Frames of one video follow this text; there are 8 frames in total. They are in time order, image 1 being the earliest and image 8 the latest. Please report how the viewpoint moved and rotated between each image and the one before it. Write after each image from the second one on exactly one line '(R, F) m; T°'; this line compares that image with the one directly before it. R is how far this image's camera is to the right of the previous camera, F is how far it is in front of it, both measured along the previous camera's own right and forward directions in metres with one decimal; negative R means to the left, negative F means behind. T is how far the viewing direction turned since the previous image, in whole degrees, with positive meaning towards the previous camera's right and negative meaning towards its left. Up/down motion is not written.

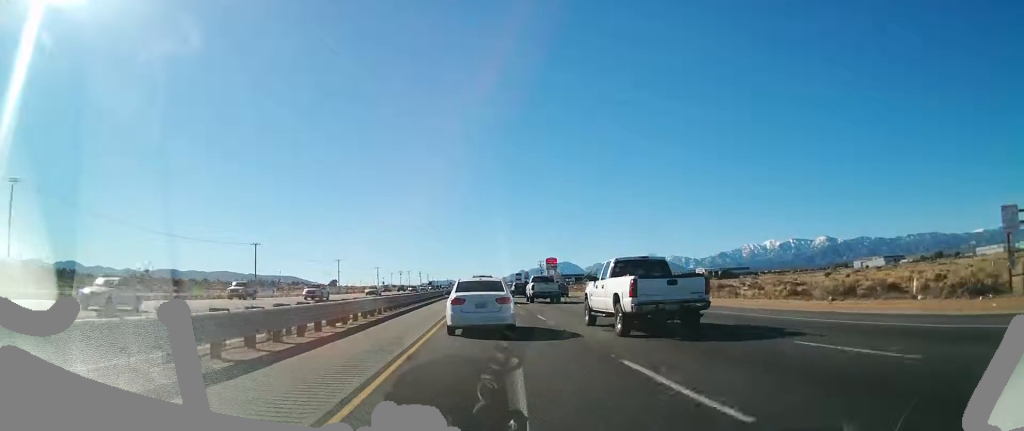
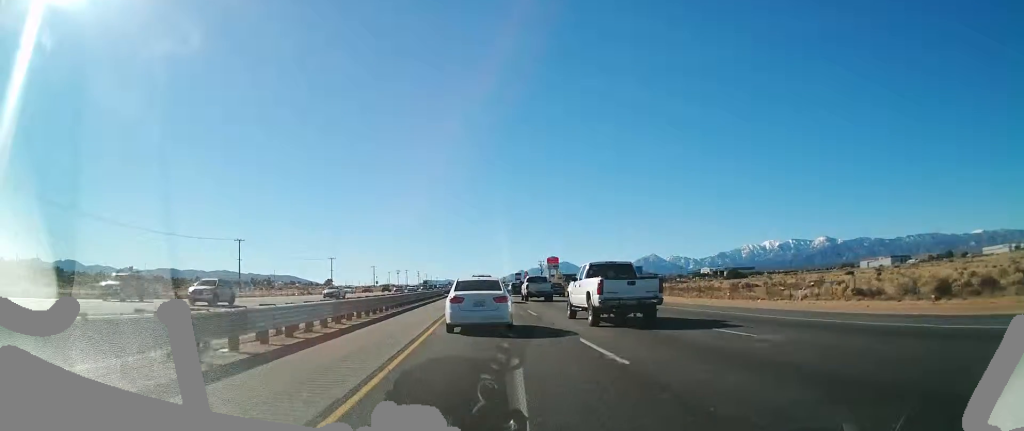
(+0.1, +10.1) m; 0°
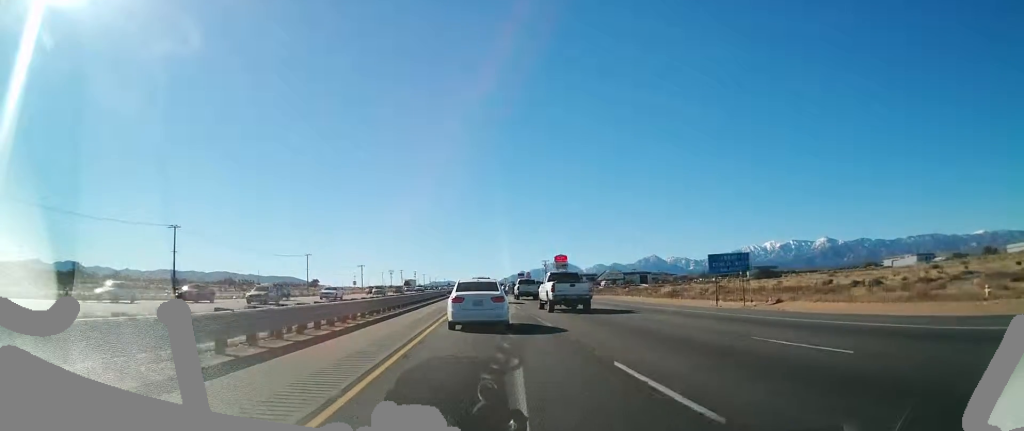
(0.0, +32.0) m; 0°
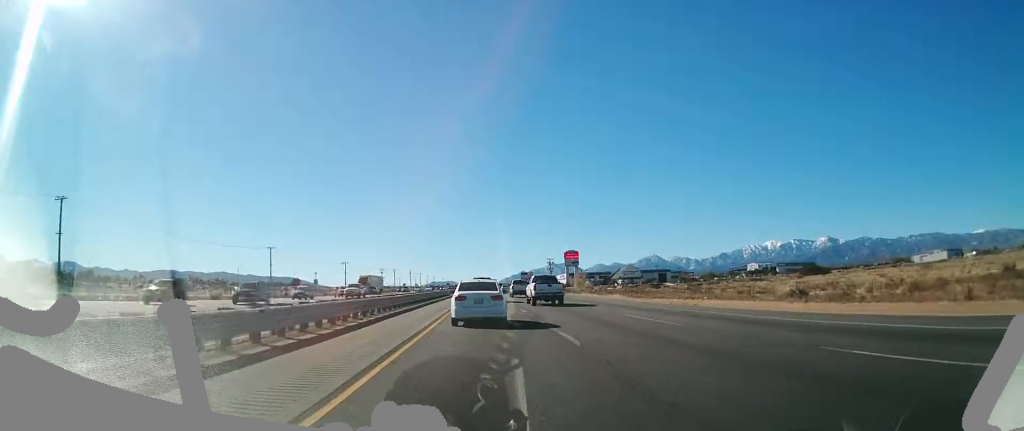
(+0.2, +35.0) m; 0°
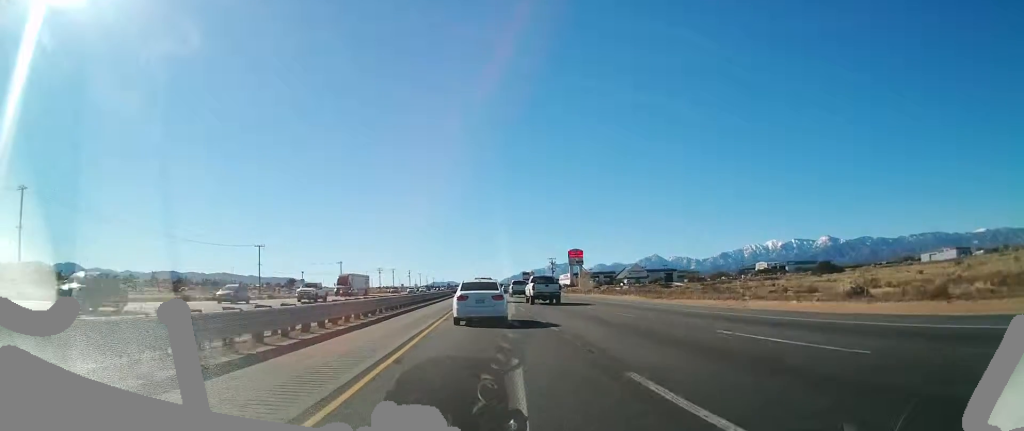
(0.0, +9.1) m; 0°
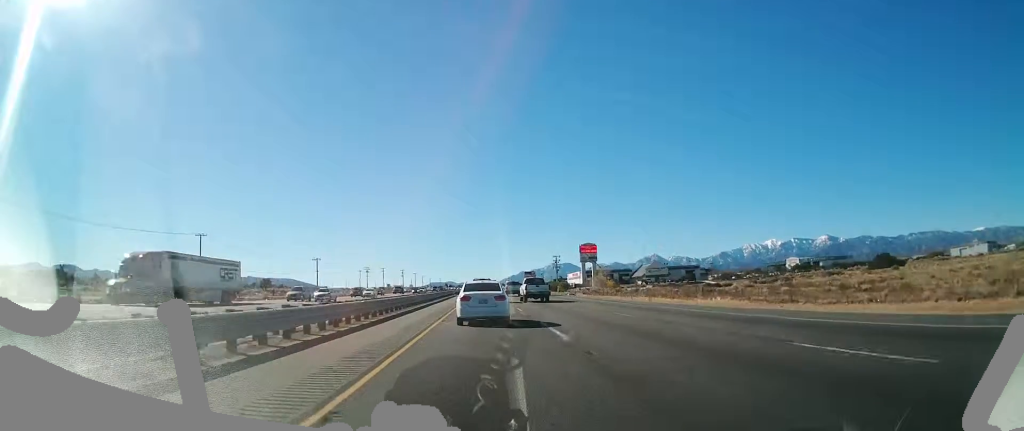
(+0.1, +33.2) m; +1°
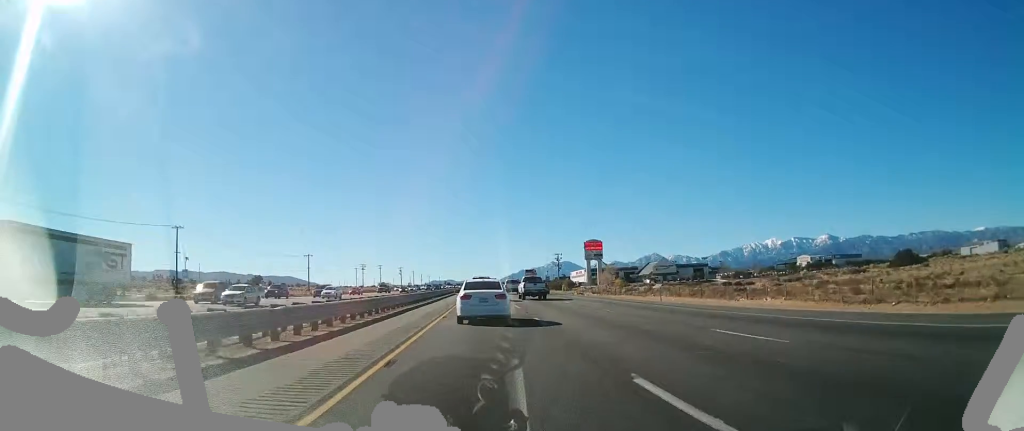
(+0.2, +10.2) m; 0°
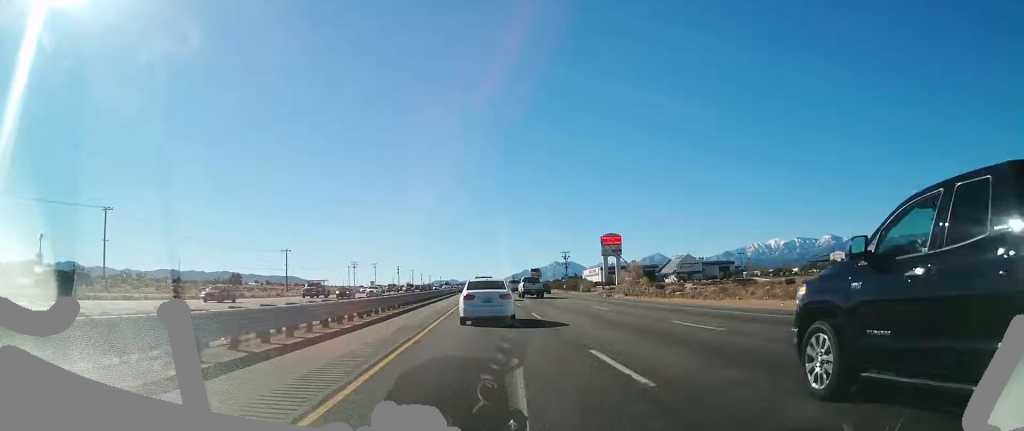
(-0.2, +25.5) m; -1°
